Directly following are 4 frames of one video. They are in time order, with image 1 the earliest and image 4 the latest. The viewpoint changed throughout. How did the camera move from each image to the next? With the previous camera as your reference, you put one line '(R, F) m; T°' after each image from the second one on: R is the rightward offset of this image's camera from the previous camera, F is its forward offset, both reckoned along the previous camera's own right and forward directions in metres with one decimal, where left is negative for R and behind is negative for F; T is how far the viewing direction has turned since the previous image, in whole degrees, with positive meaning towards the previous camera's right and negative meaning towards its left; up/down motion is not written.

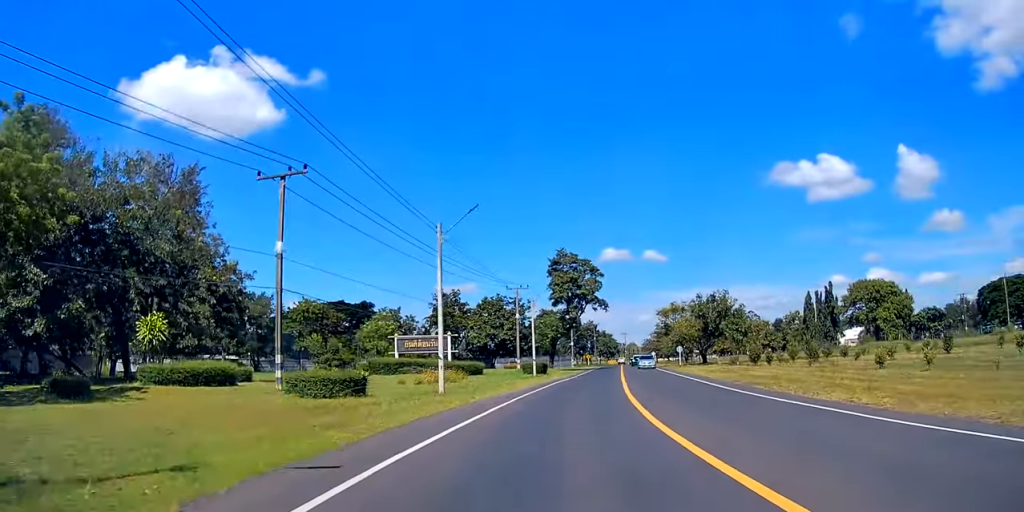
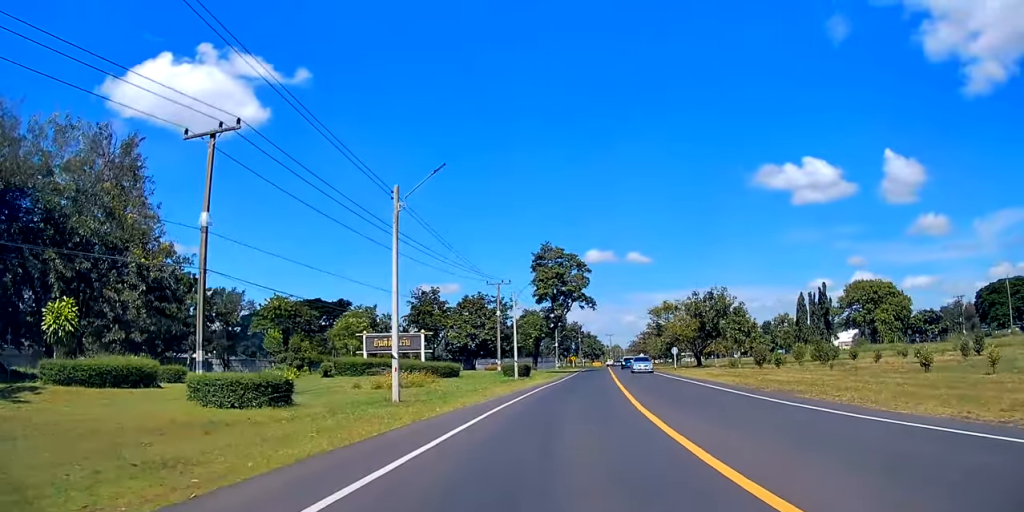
(0.0, +5.0) m; +1°
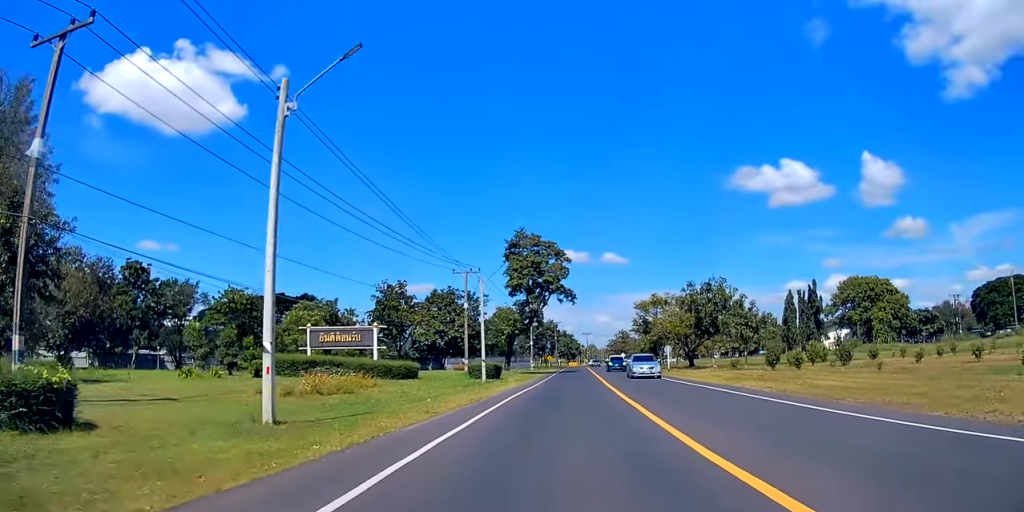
(+0.1, +7.2) m; +3°
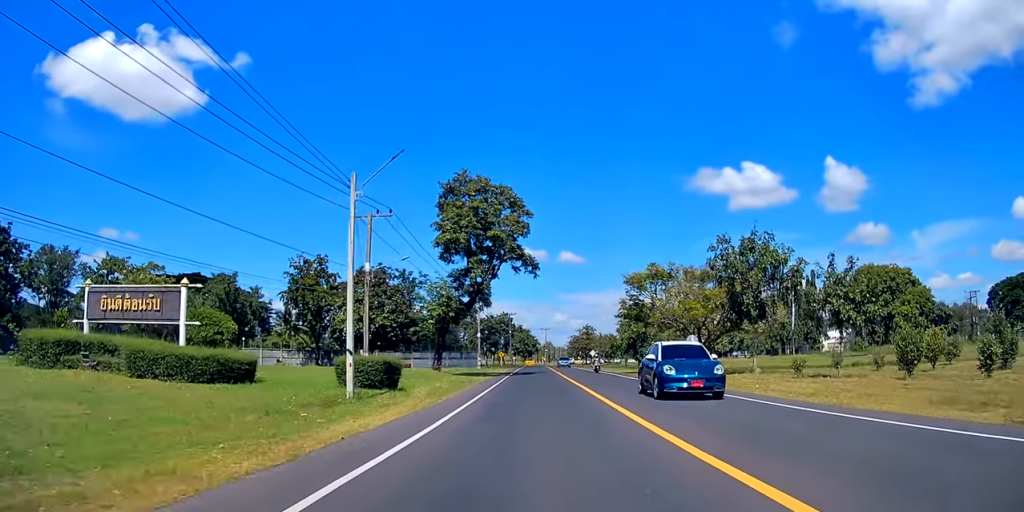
(+1.3, +19.6) m; +5°
